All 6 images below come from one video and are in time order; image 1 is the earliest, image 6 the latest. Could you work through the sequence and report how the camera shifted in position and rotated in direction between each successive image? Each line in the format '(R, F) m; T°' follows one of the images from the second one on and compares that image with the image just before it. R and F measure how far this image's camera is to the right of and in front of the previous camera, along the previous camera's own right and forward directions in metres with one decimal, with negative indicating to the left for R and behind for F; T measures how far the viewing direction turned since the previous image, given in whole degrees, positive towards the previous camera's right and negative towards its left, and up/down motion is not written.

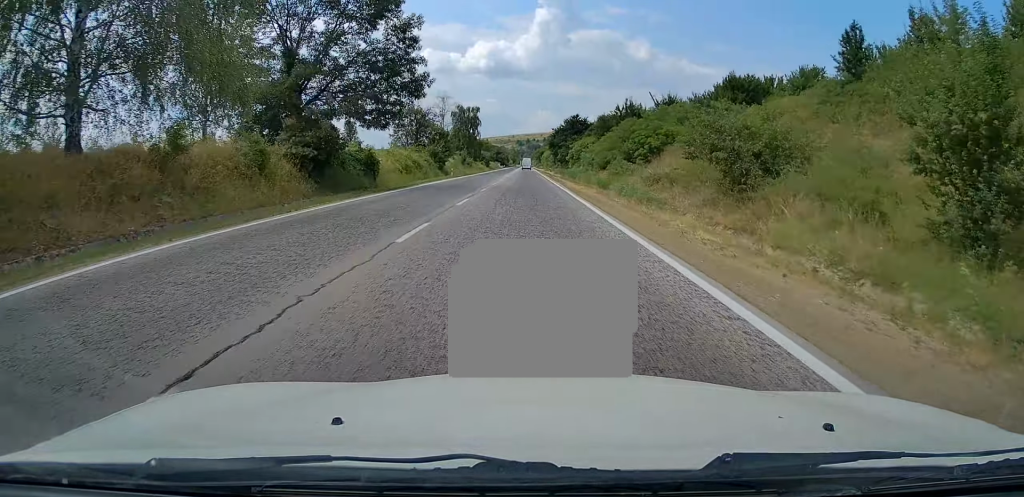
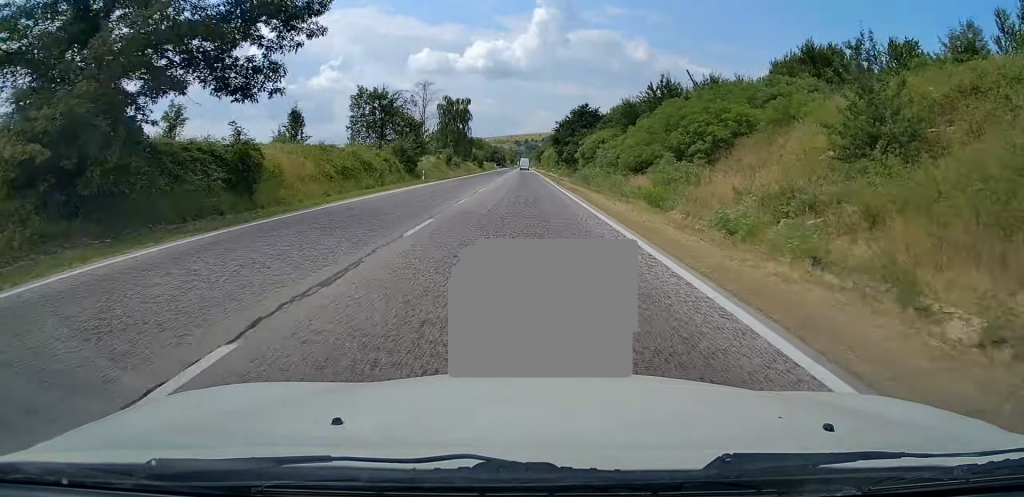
(-0.1, +16.9) m; 0°
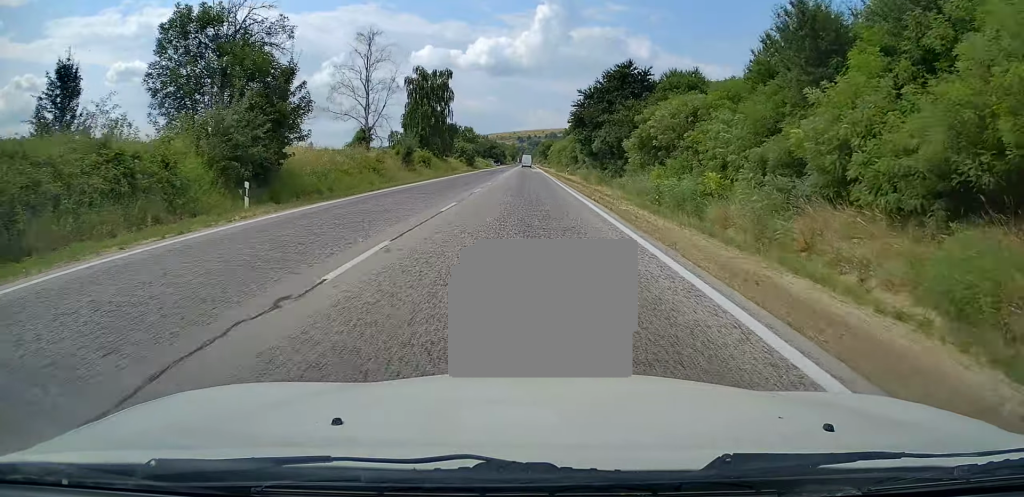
(+0.2, +30.8) m; 0°
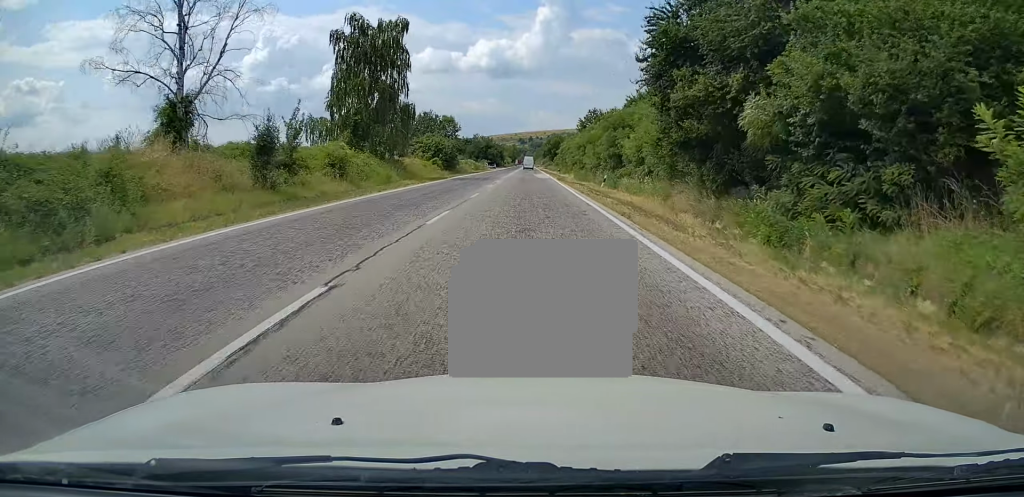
(-0.1, +30.1) m; -1°
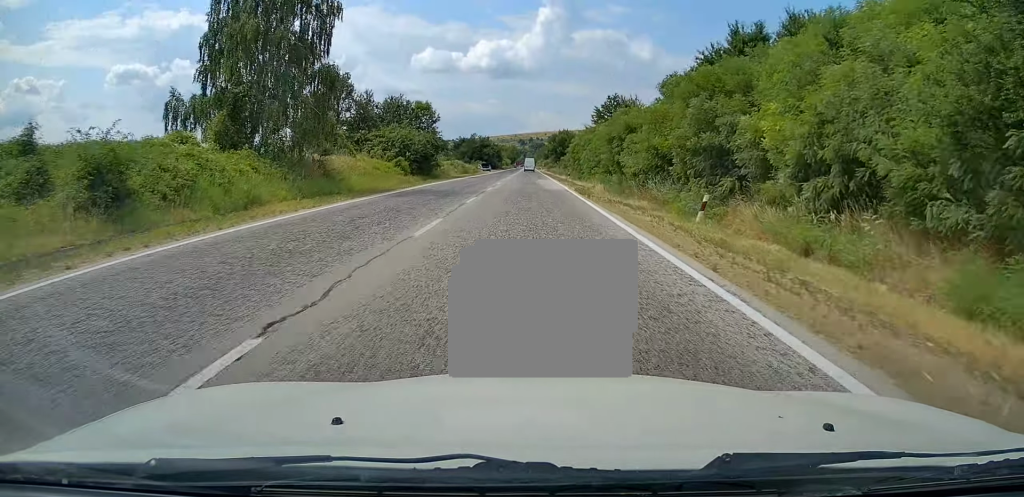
(0.0, +19.9) m; 0°
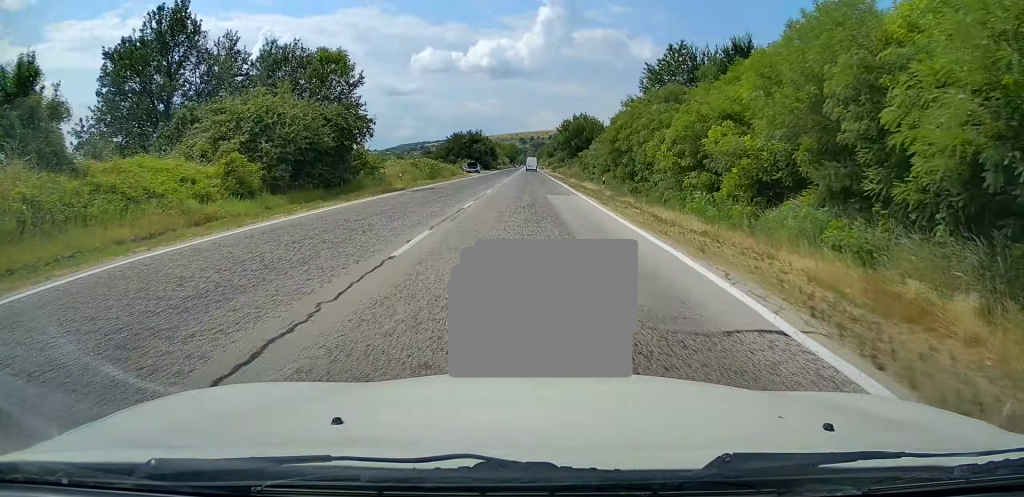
(0.0, +29.0) m; 0°
